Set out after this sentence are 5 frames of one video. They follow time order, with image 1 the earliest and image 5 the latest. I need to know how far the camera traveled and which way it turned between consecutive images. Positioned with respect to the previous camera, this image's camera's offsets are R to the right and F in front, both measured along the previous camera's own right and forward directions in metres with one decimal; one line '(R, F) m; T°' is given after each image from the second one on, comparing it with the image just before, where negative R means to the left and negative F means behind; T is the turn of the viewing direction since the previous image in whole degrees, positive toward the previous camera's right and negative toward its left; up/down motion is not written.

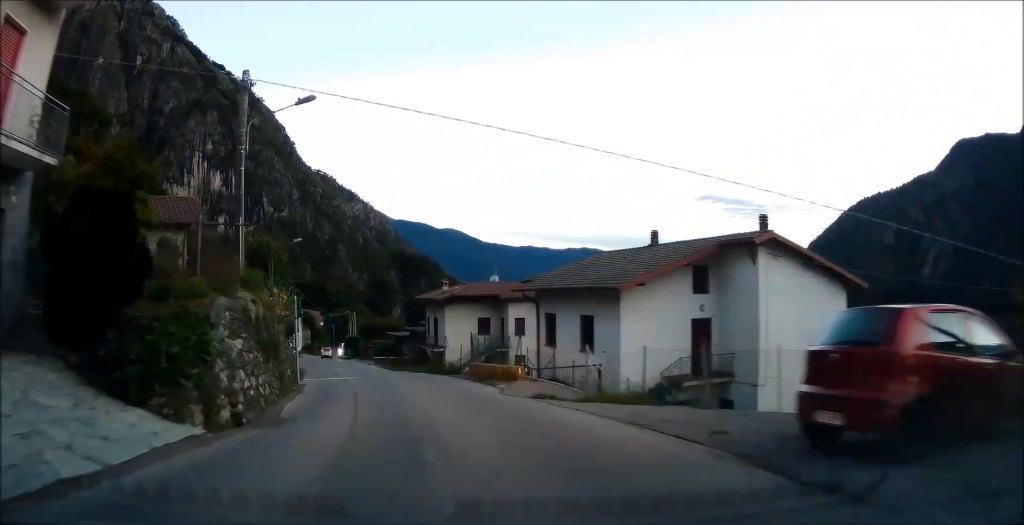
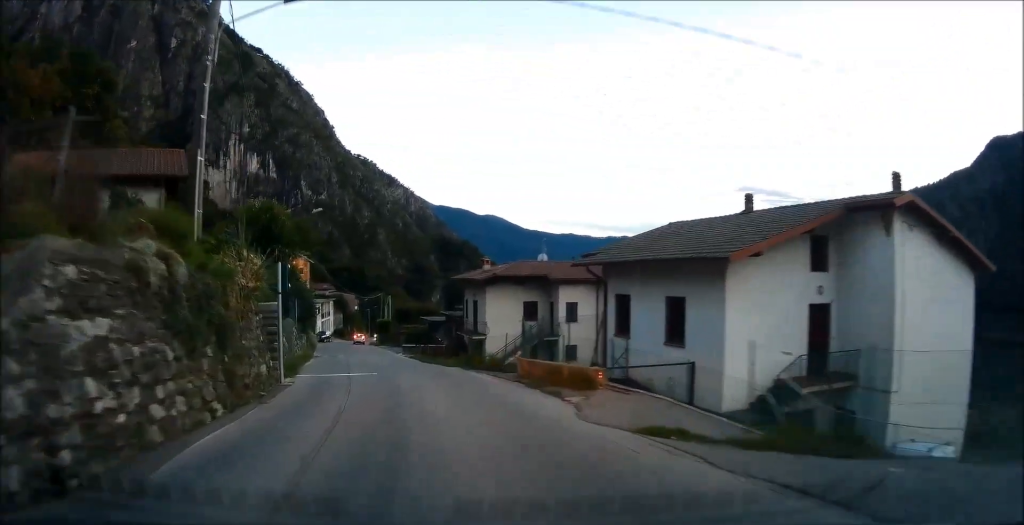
(-0.1, +6.6) m; -3°
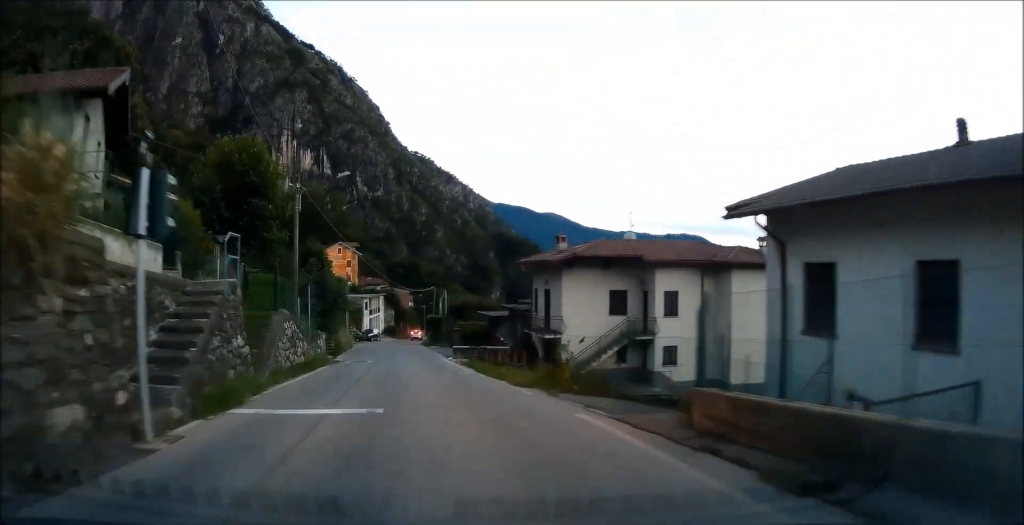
(-0.5, +9.8) m; -3°
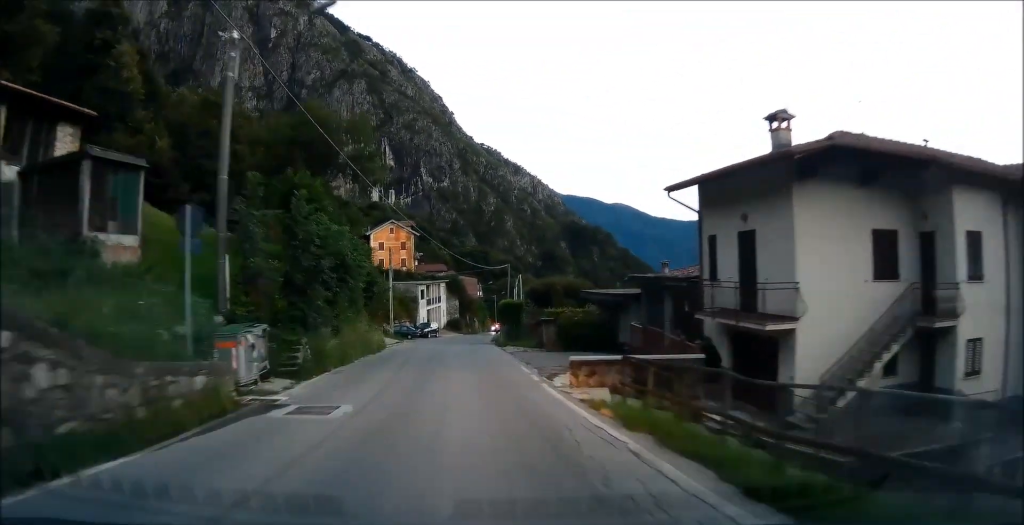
(-0.3, +18.5) m; -3°
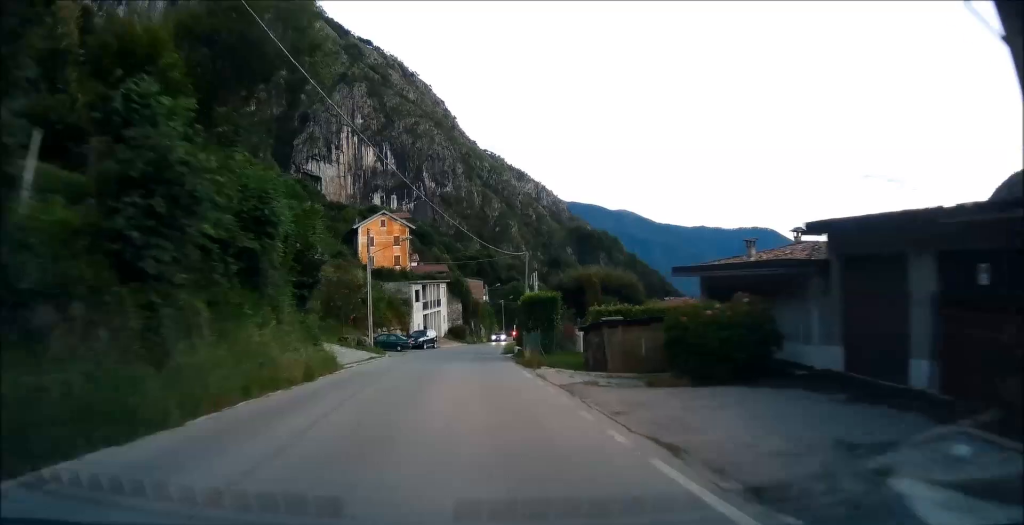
(-0.4, +13.8) m; -2°
